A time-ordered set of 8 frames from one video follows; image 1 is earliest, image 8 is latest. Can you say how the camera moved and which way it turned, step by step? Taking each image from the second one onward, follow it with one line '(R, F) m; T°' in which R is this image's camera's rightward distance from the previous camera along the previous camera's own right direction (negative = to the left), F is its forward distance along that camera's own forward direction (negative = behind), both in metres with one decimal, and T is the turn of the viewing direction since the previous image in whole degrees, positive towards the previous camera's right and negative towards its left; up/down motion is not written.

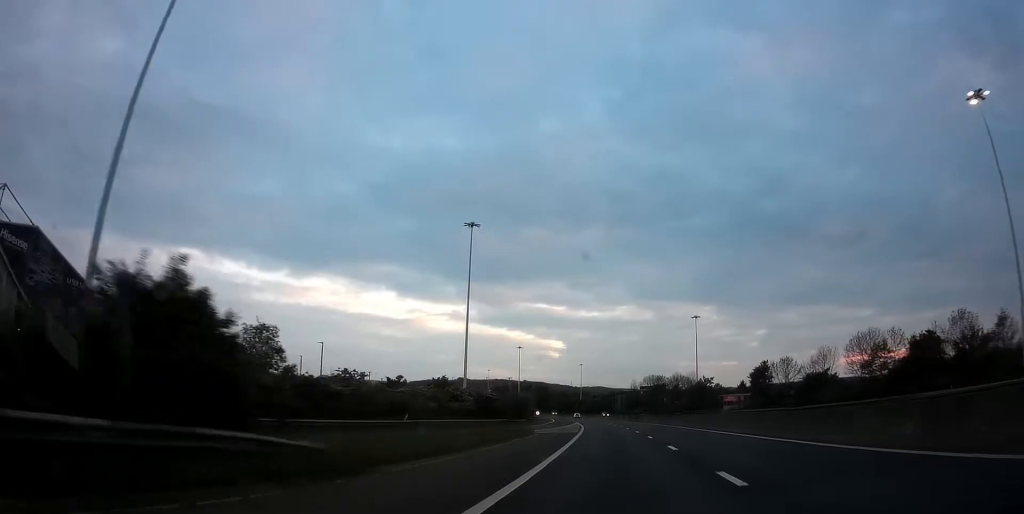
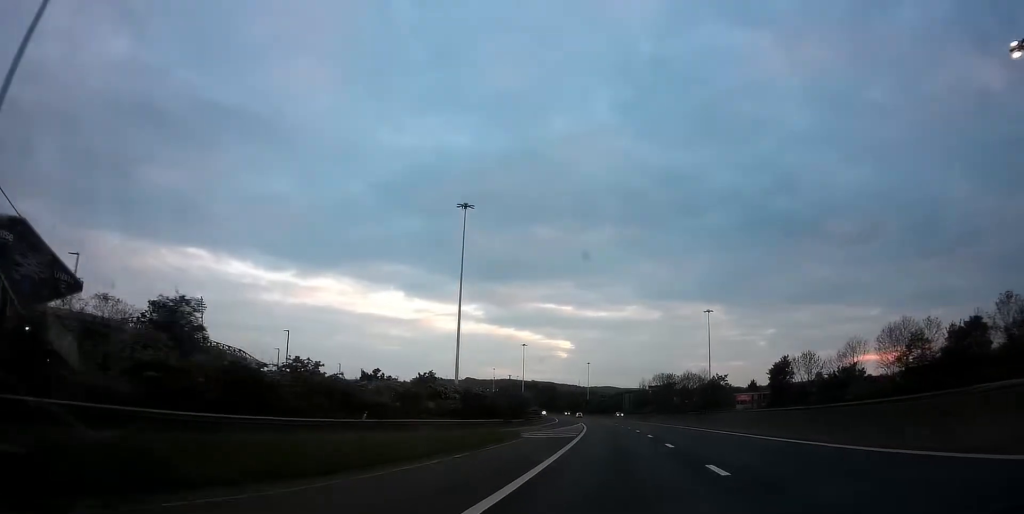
(-0.1, +7.5) m; -1°
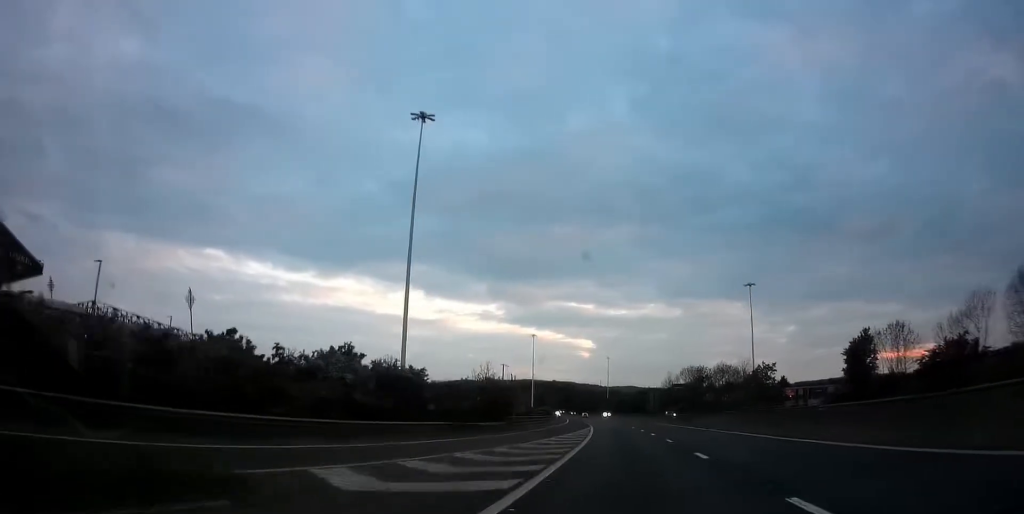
(-0.5, +23.1) m; -1°
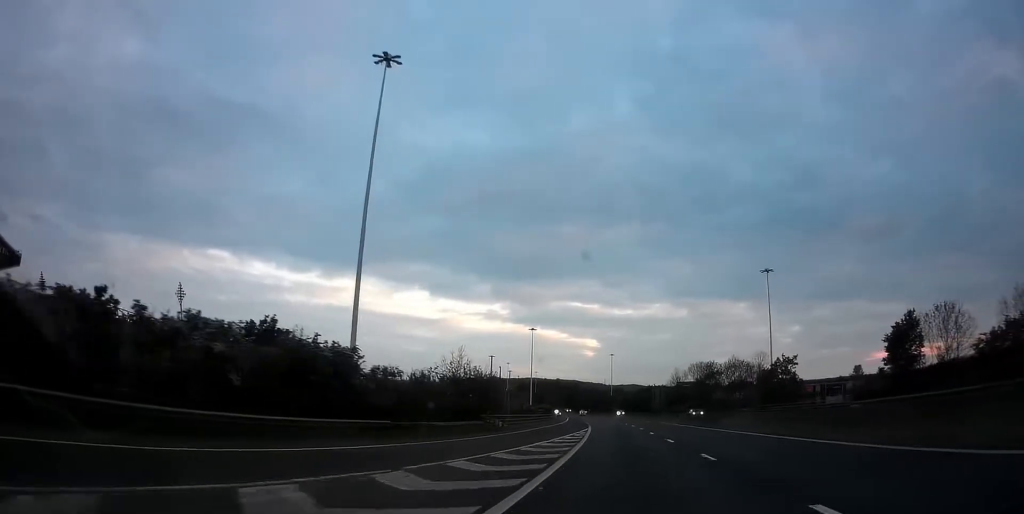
(0.0, +9.8) m; 0°
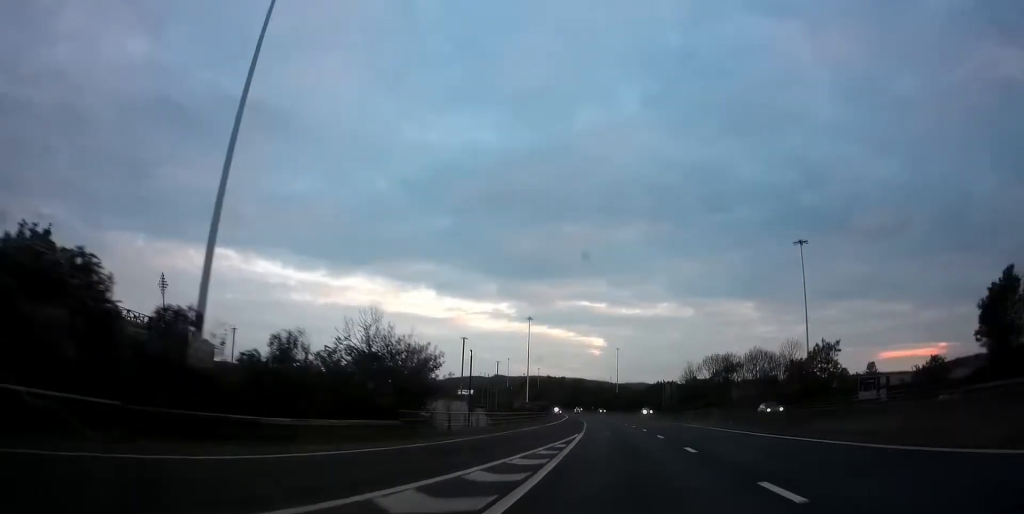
(0.0, +15.7) m; 0°
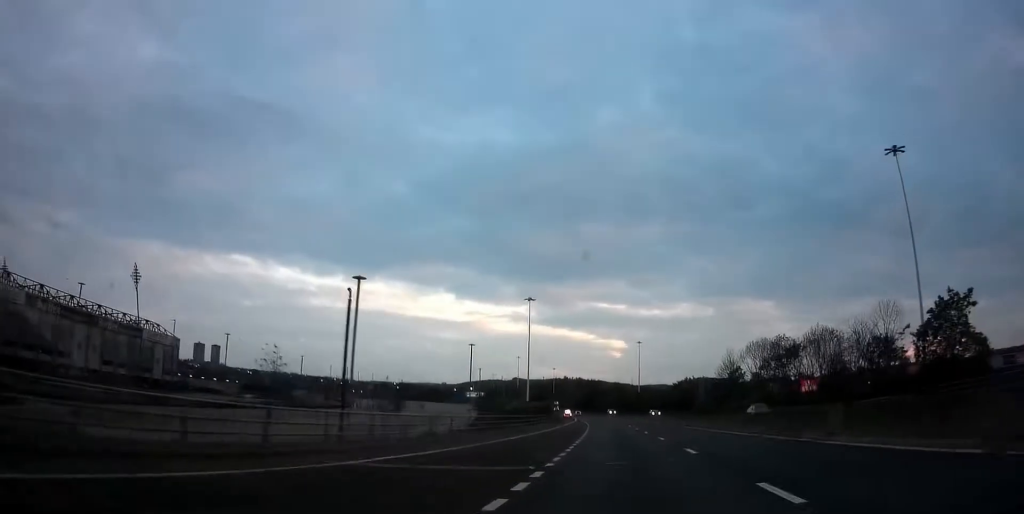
(-0.6, +27.5) m; -2°
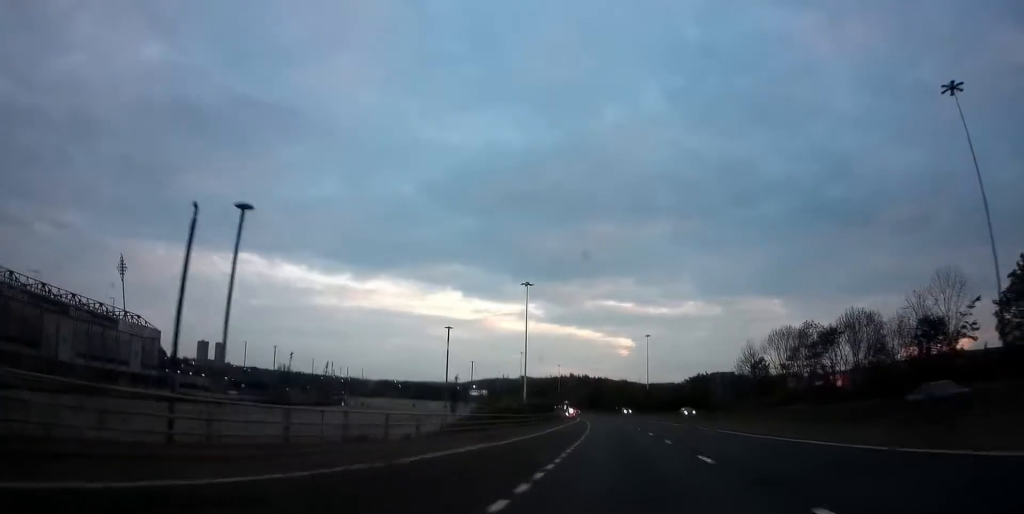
(-0.1, +11.7) m; -1°
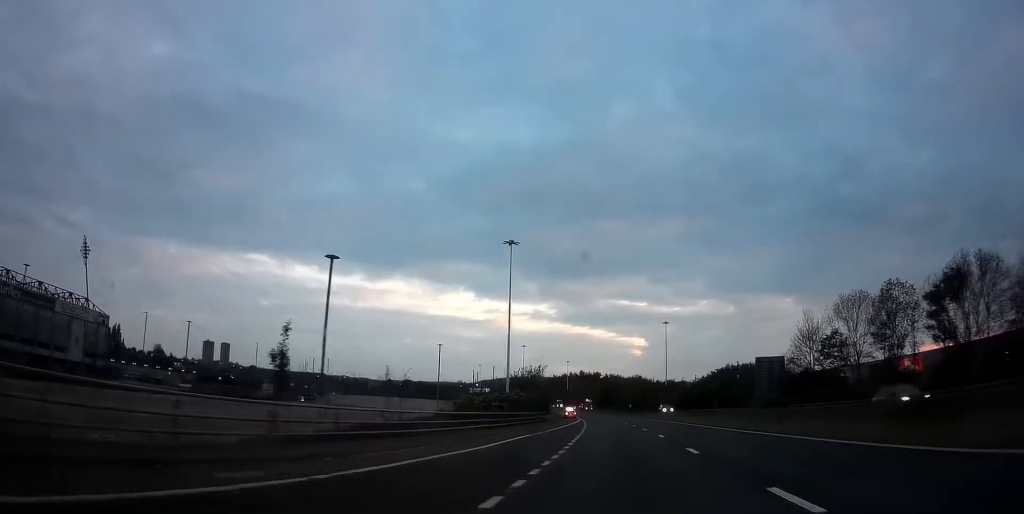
(-0.5, +25.7) m; -2°
